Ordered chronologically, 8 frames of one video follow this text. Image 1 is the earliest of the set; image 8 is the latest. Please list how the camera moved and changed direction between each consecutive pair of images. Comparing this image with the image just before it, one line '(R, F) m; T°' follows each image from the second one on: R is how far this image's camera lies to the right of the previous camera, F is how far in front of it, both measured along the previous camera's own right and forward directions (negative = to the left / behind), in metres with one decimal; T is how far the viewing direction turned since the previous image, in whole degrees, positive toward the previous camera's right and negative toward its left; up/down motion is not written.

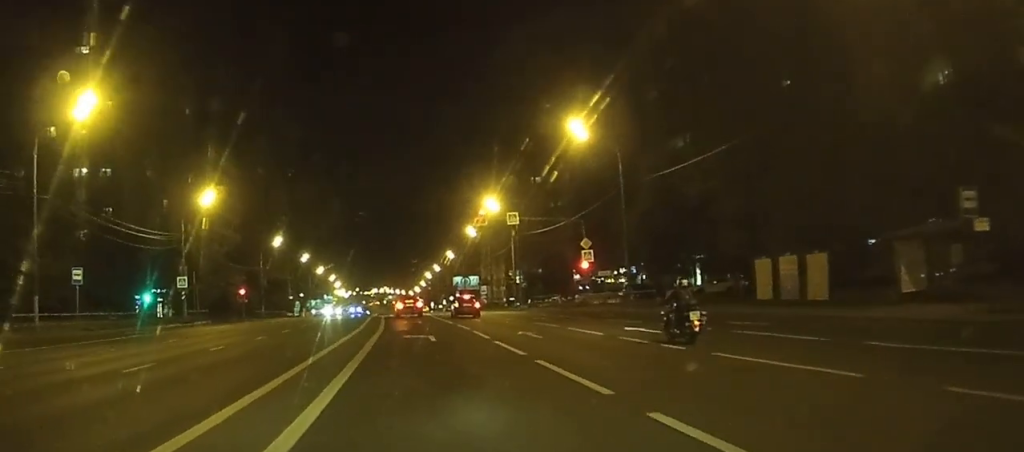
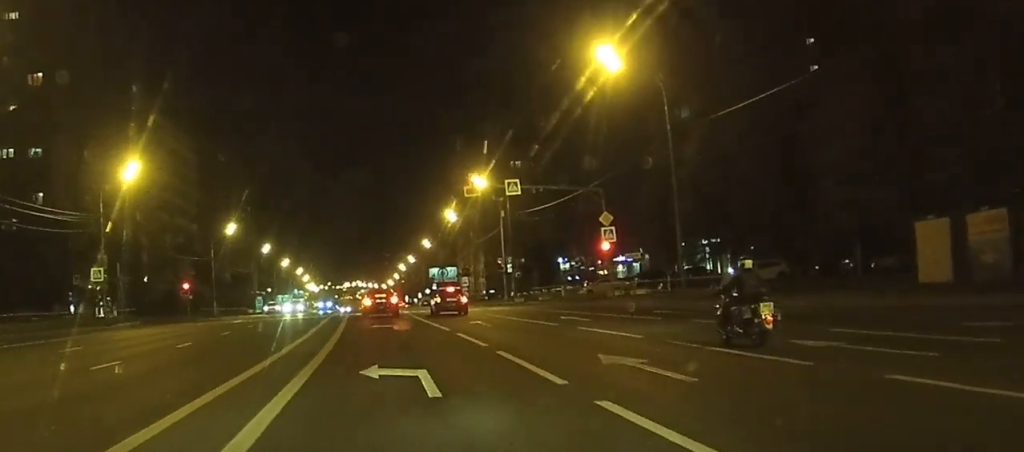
(+0.1, +15.8) m; +2°
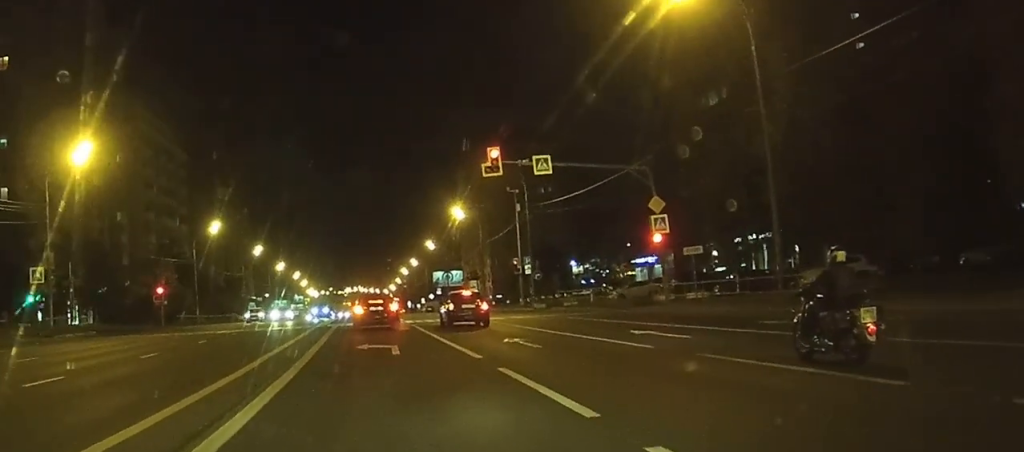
(+0.3, +11.2) m; 0°
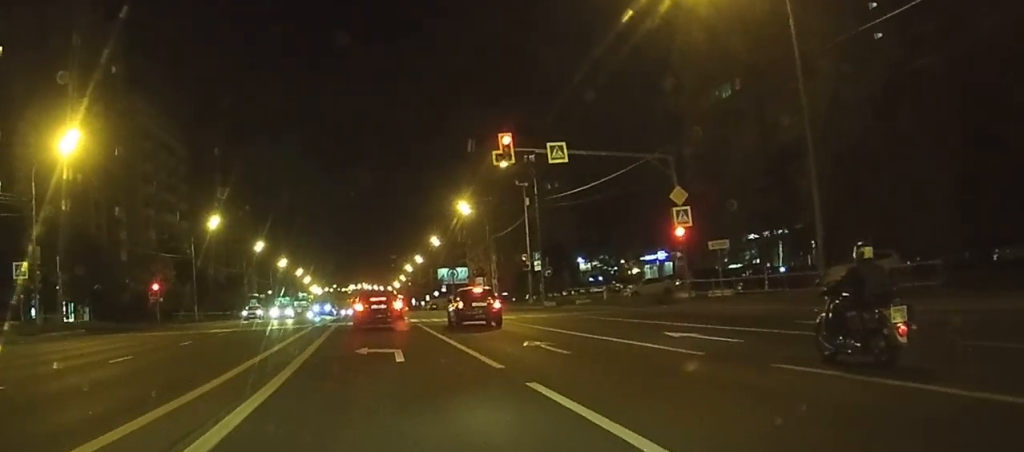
(0.0, +3.1) m; -1°
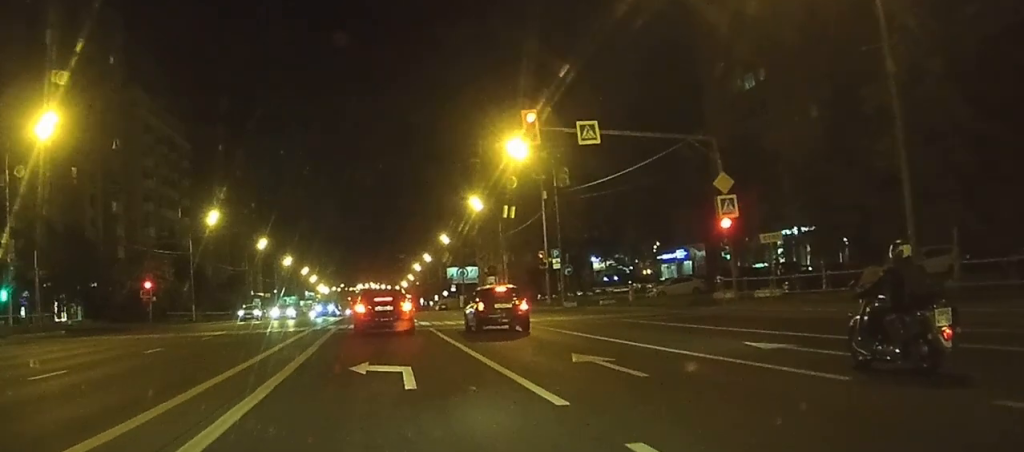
(-0.1, +4.9) m; -2°
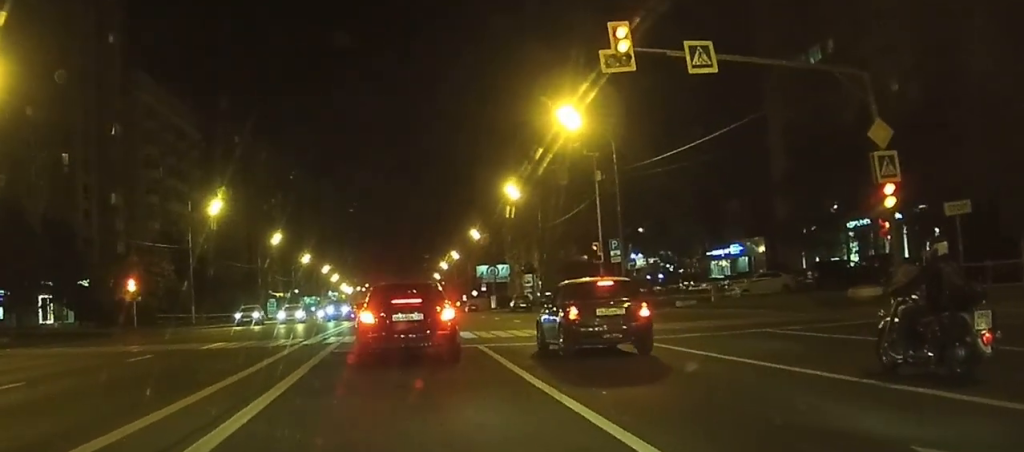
(-0.5, +10.5) m; -4°
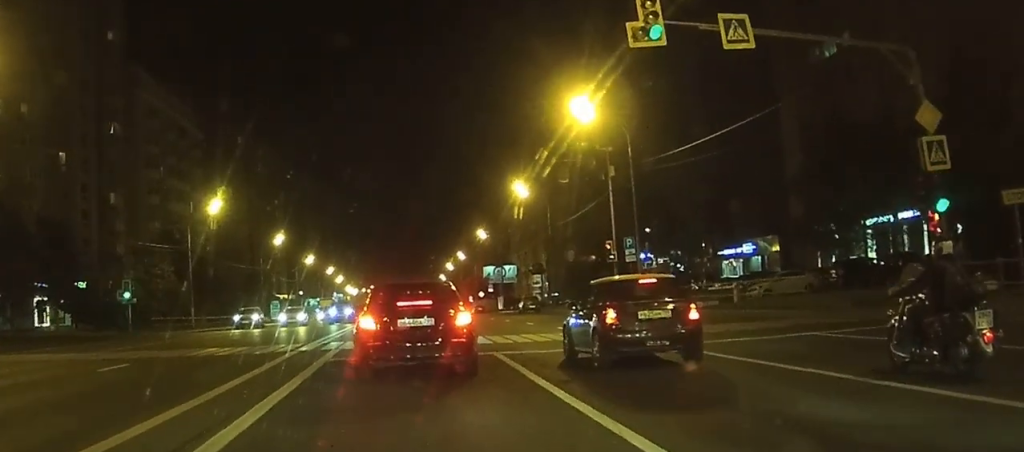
(0.0, +1.9) m; 0°
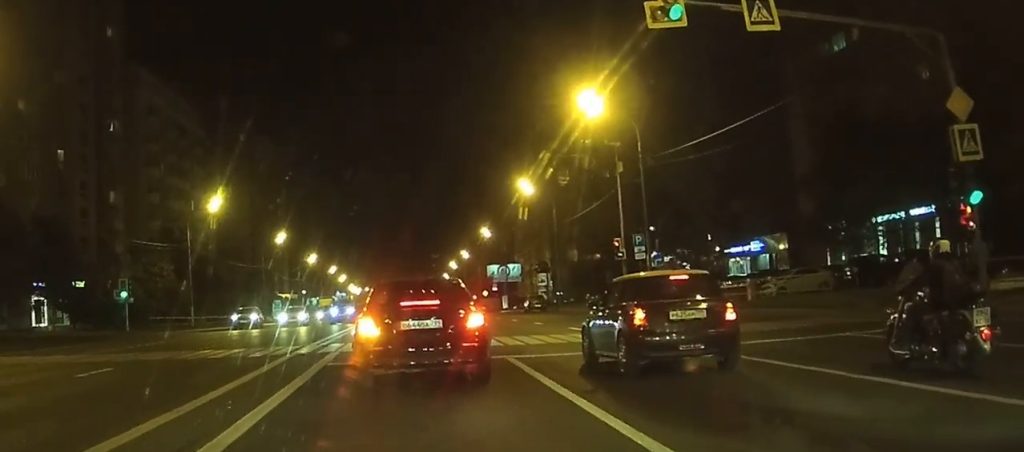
(0.0, +1.2) m; 0°
